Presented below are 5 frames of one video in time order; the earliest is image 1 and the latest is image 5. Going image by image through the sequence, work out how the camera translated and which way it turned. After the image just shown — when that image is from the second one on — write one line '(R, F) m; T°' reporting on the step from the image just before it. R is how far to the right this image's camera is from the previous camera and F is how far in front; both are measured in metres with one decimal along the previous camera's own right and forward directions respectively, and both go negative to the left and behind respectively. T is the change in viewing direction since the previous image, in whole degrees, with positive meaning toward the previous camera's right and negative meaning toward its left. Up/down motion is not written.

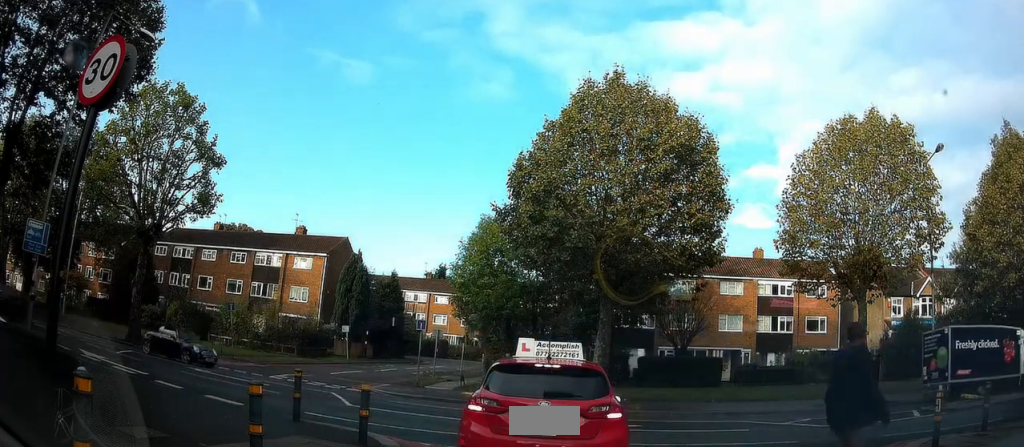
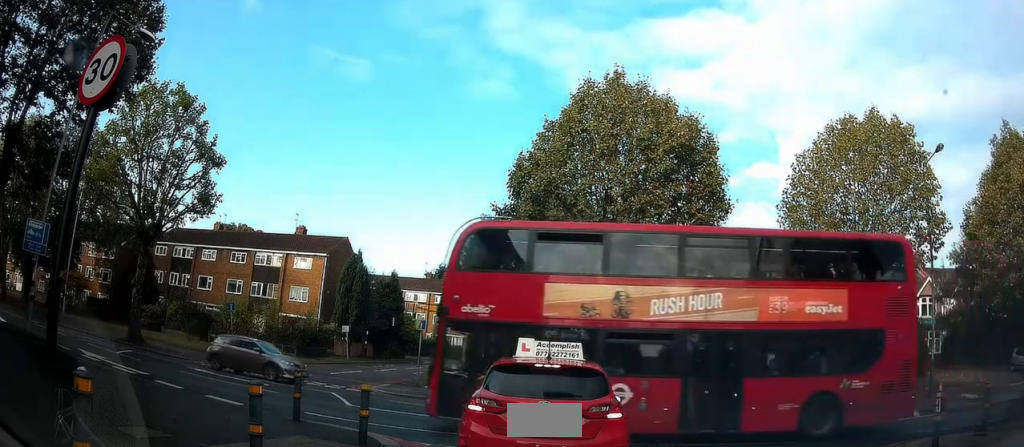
(0.0, 0.0) m; 0°
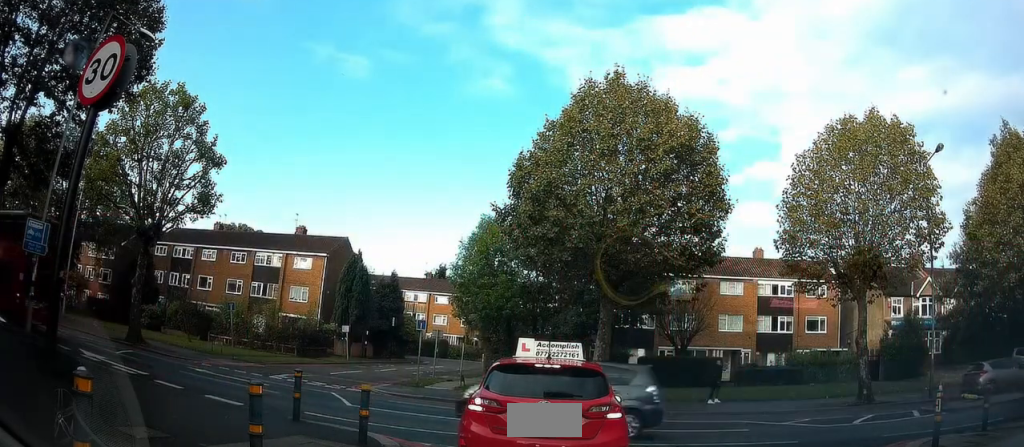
(0.0, 0.0) m; 0°
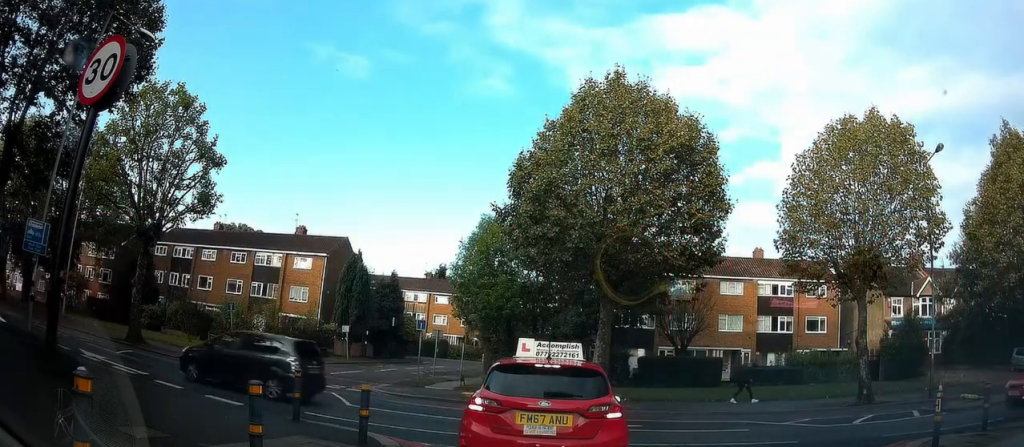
(0.0, 0.0) m; 0°
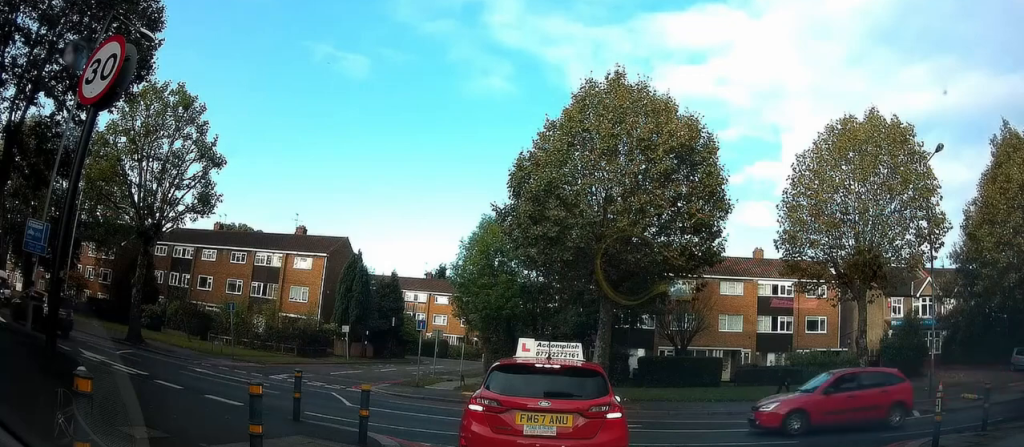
(0.0, 0.0) m; 0°
